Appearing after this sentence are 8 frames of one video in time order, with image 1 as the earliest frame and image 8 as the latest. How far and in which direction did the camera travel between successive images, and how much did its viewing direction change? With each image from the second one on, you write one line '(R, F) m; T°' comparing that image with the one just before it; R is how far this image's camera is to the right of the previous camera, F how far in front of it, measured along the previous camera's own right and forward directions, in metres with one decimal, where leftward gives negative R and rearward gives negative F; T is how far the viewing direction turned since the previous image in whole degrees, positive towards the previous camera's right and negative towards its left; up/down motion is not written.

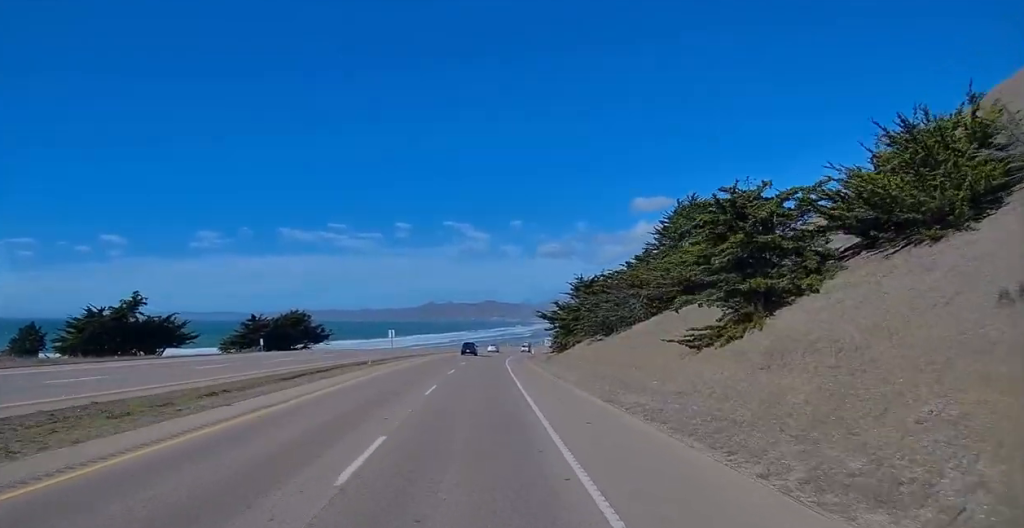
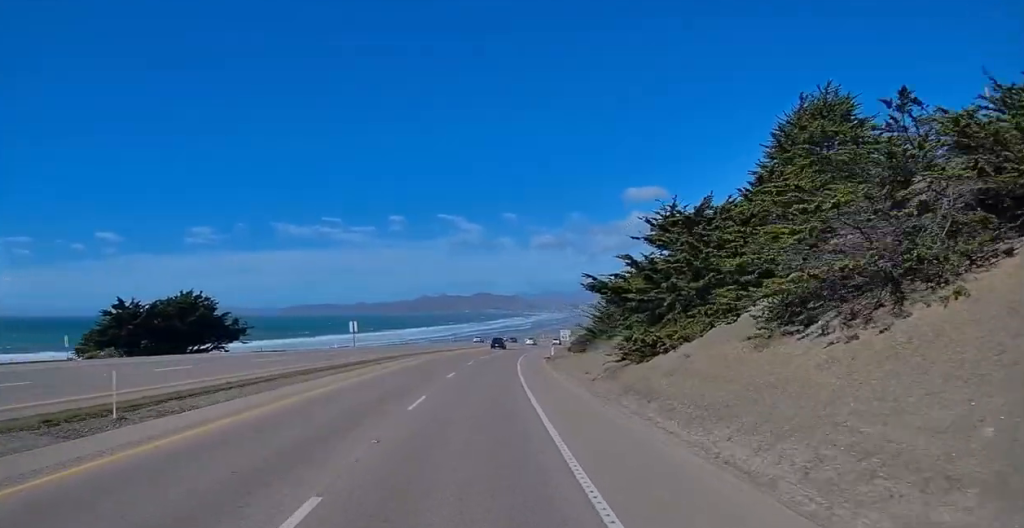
(-0.6, +33.5) m; 0°
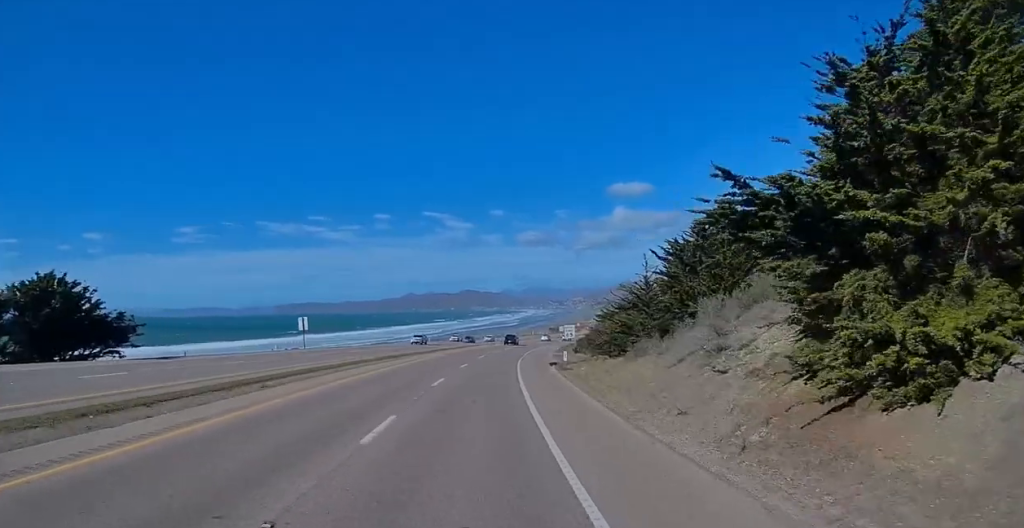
(+0.6, +20.2) m; +3°
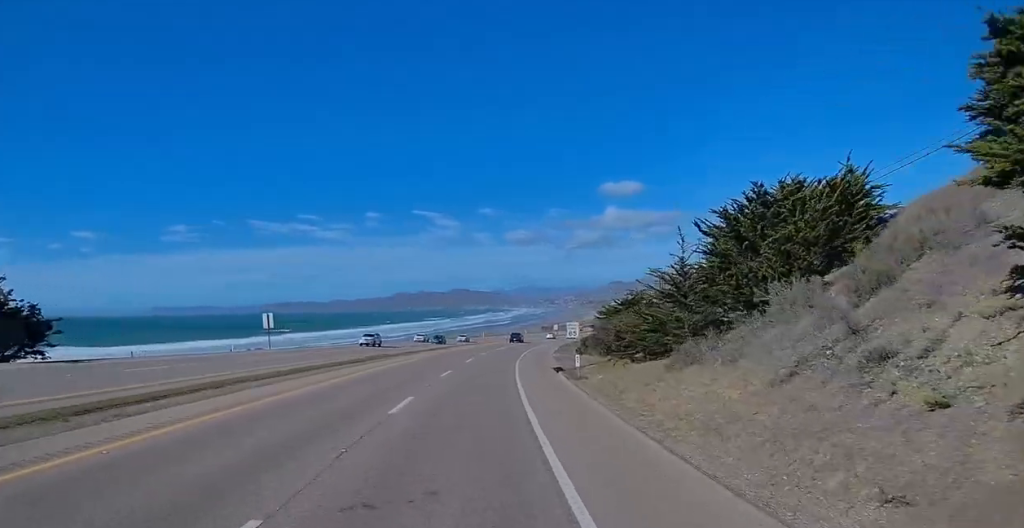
(+0.2, +10.6) m; +1°
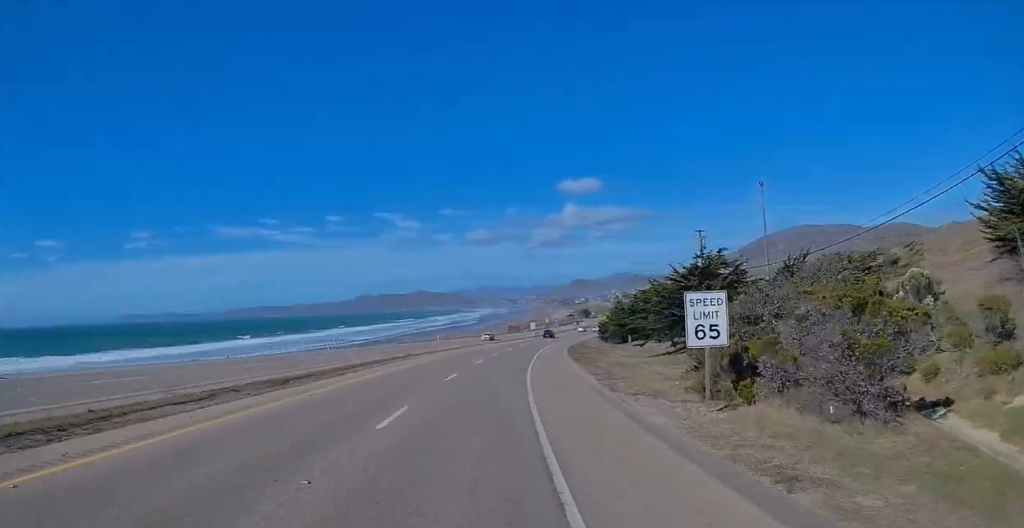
(+1.1, +46.5) m; +3°
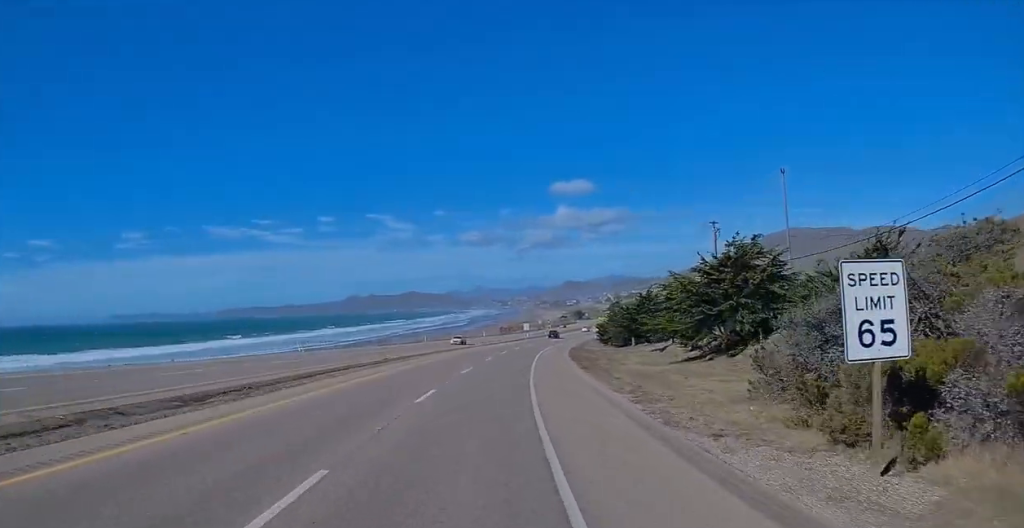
(-0.3, +8.8) m; +1°
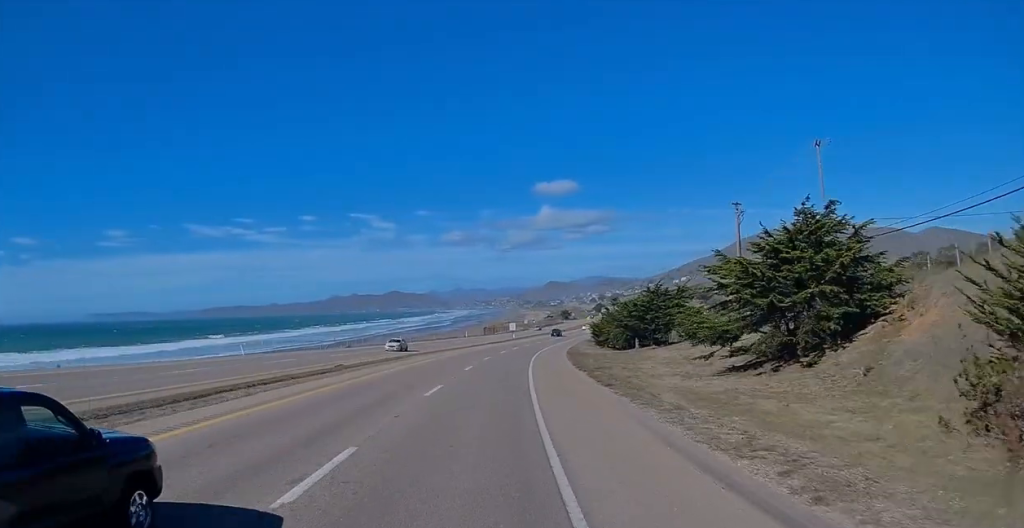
(+0.4, +12.6) m; +2°
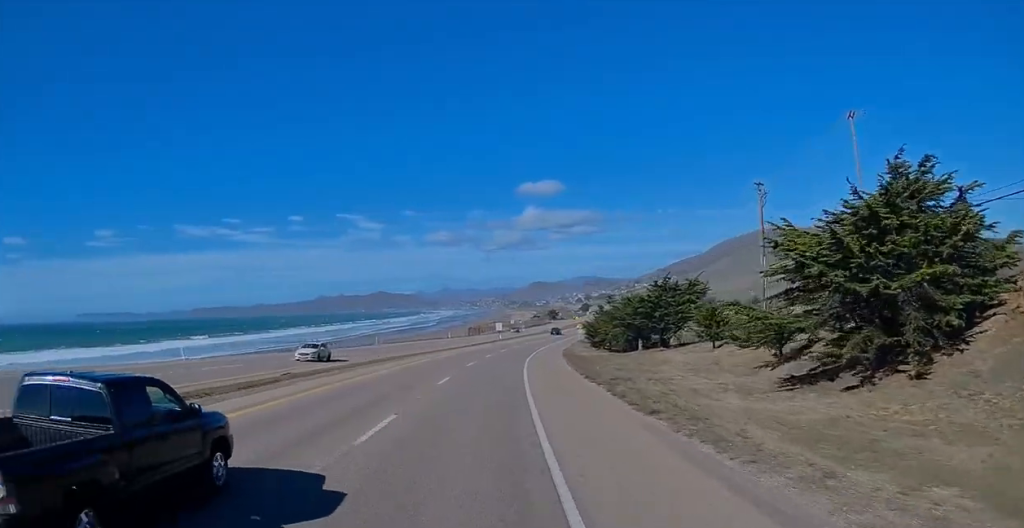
(+0.4, +9.7) m; +2°
